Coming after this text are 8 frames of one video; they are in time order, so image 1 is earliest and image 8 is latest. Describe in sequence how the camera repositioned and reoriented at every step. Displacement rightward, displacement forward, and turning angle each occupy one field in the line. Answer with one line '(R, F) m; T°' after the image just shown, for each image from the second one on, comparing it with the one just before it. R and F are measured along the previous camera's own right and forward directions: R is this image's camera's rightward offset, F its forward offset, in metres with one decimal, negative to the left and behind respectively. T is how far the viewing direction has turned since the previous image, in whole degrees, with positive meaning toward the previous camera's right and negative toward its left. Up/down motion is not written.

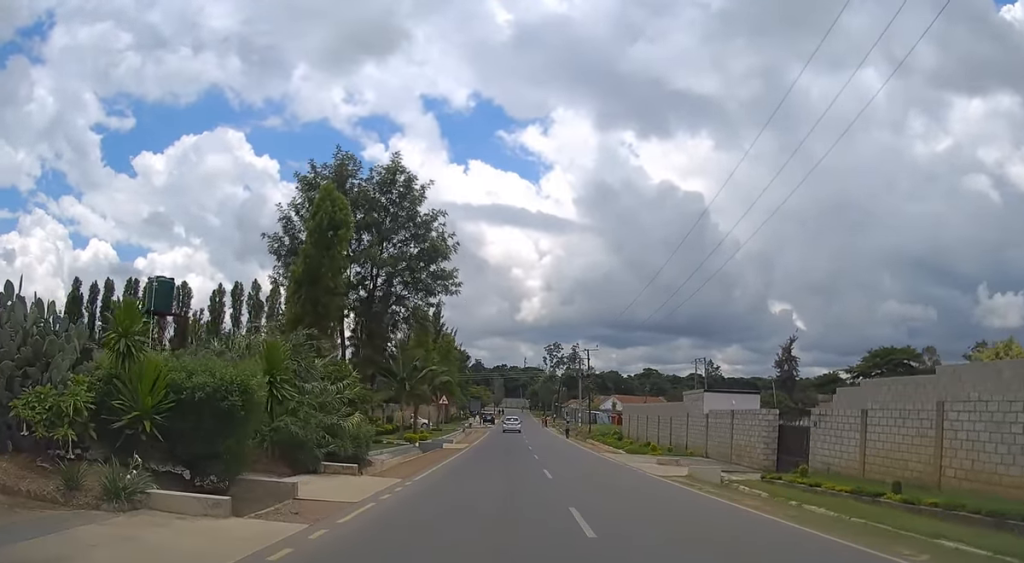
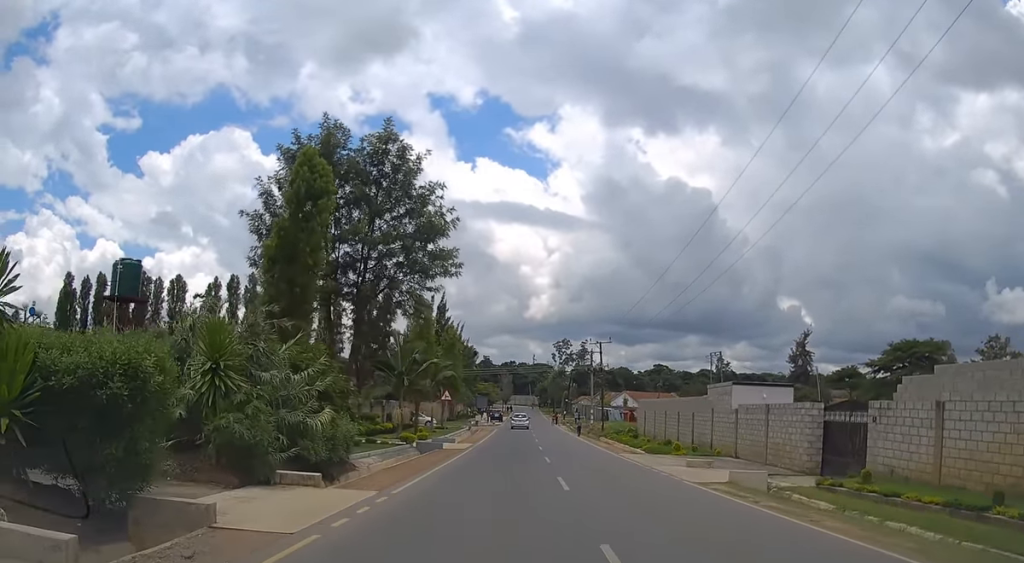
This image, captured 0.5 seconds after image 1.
(0.0, +3.4) m; 0°
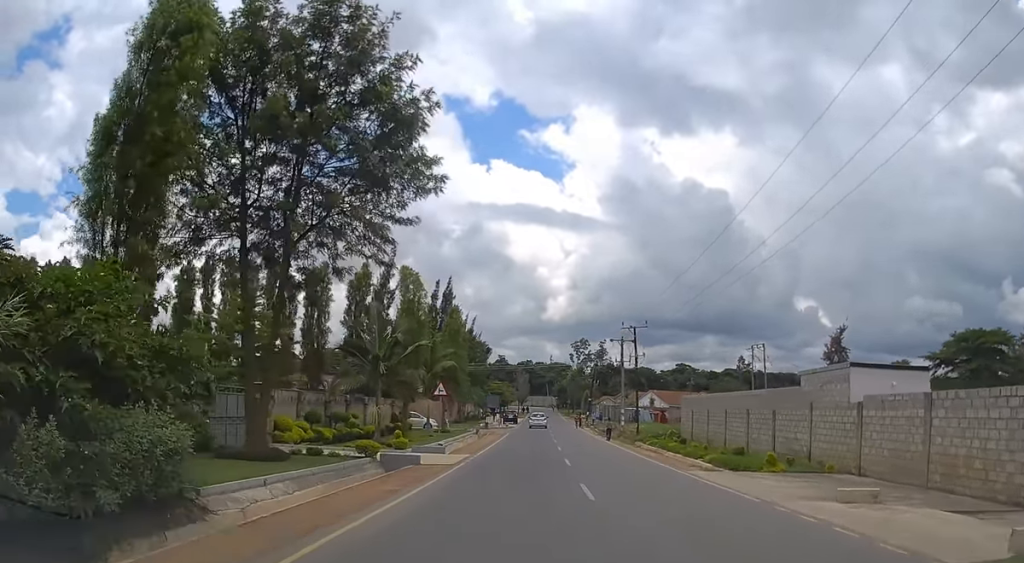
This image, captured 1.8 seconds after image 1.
(0.0, +10.7) m; 0°
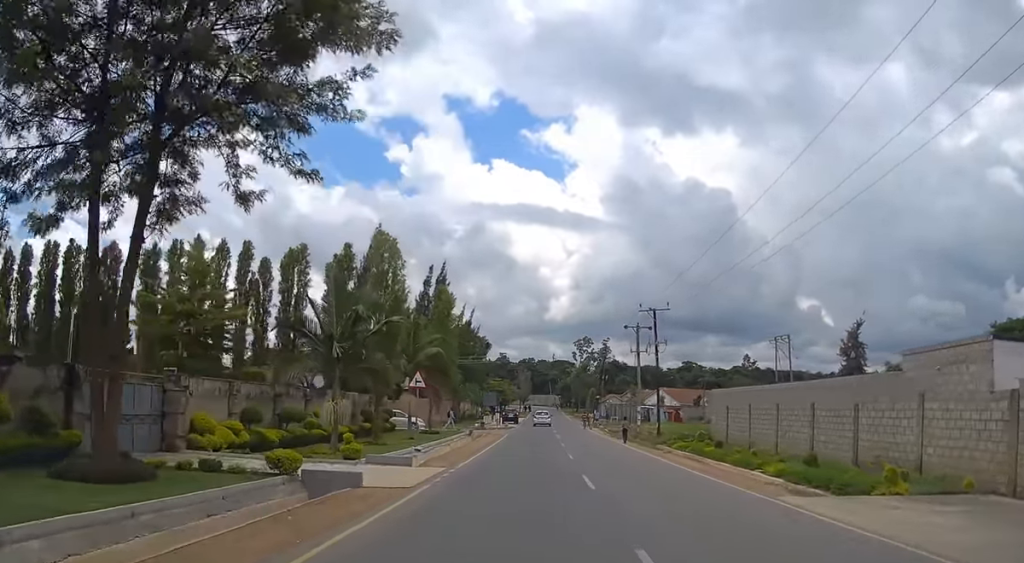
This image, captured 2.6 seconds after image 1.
(0.0, +7.4) m; 0°
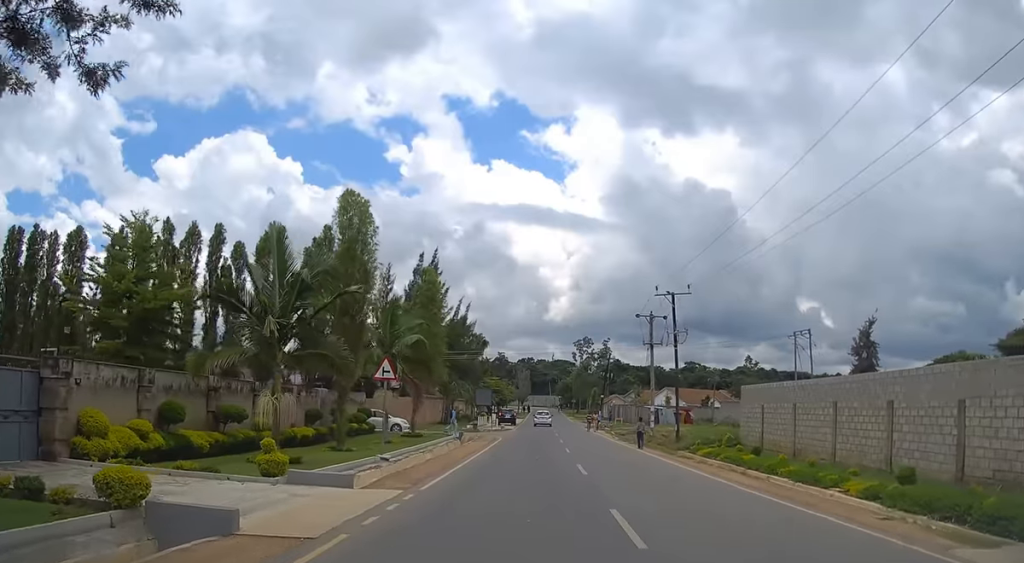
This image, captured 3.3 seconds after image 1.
(0.0, +6.0) m; -1°
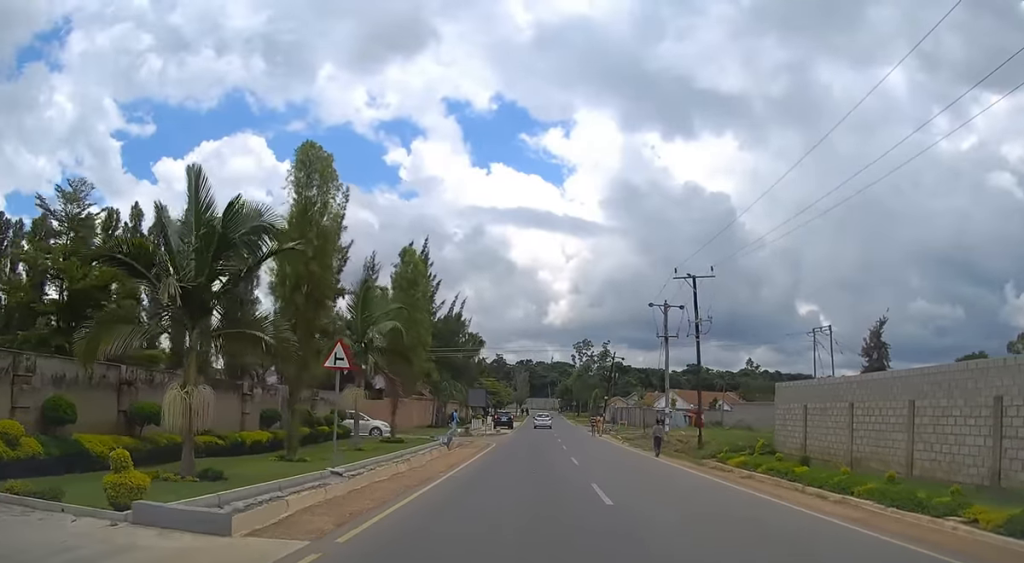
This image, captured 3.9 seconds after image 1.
(0.0, +5.3) m; 0°
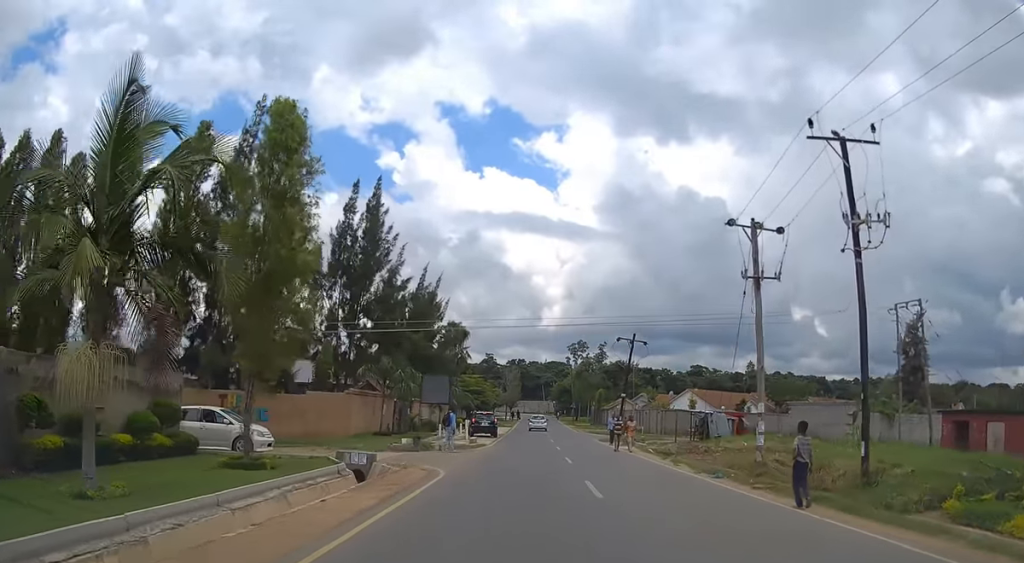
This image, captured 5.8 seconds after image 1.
(+0.1, +17.3) m; +1°
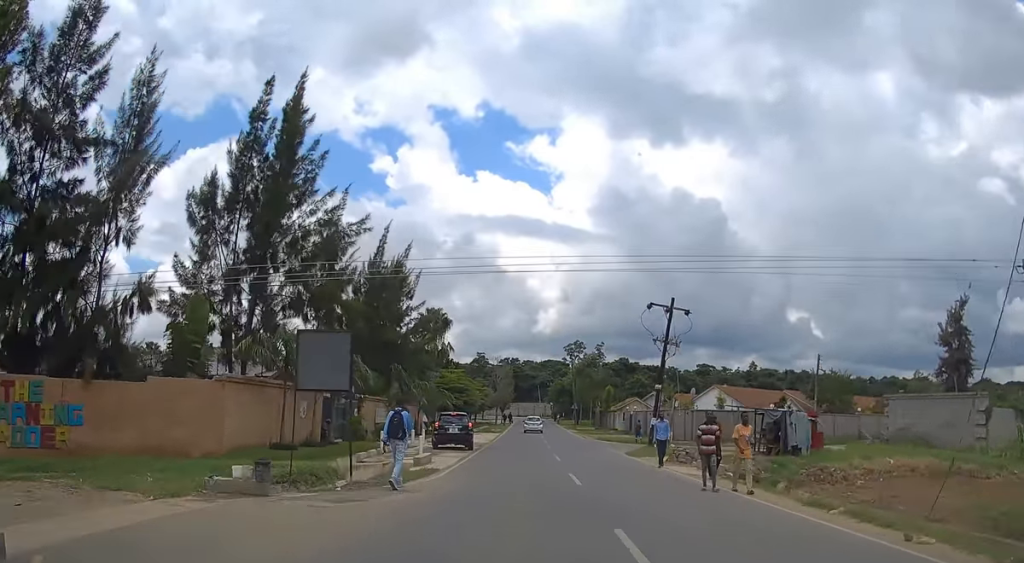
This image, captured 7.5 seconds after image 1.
(+0.1, +15.9) m; 0°
